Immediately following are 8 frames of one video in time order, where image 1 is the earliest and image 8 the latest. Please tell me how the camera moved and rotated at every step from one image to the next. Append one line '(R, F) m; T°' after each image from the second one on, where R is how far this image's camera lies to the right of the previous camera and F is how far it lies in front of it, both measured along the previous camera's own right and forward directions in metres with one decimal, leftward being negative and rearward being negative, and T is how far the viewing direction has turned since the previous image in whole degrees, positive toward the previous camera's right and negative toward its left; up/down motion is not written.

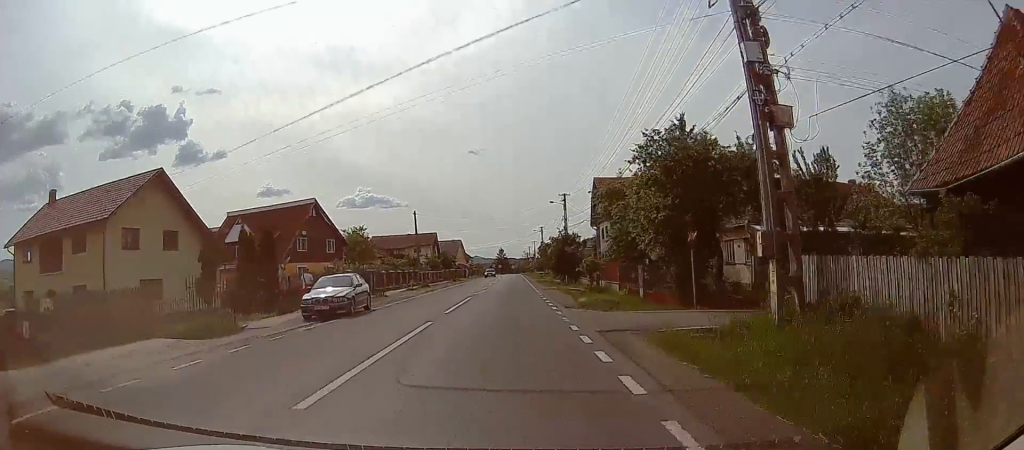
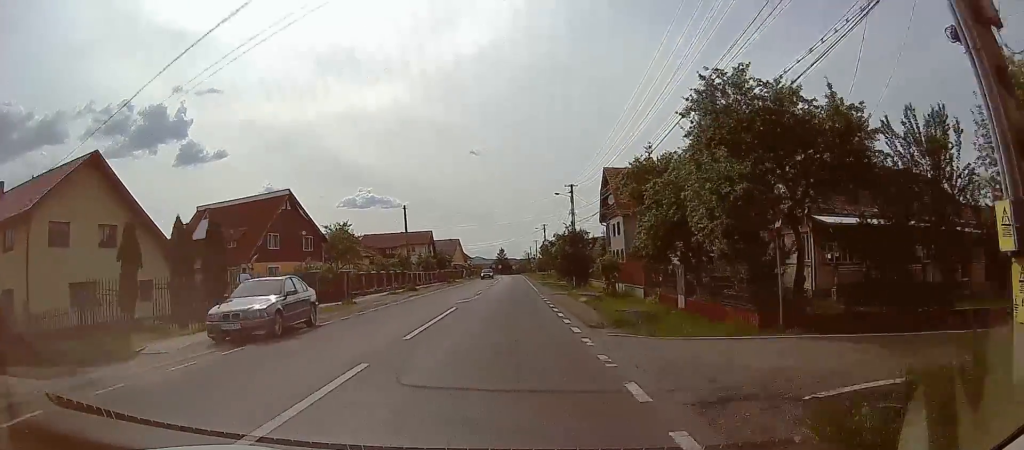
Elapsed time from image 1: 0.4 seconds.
(-0.3, +6.5) m; -2°
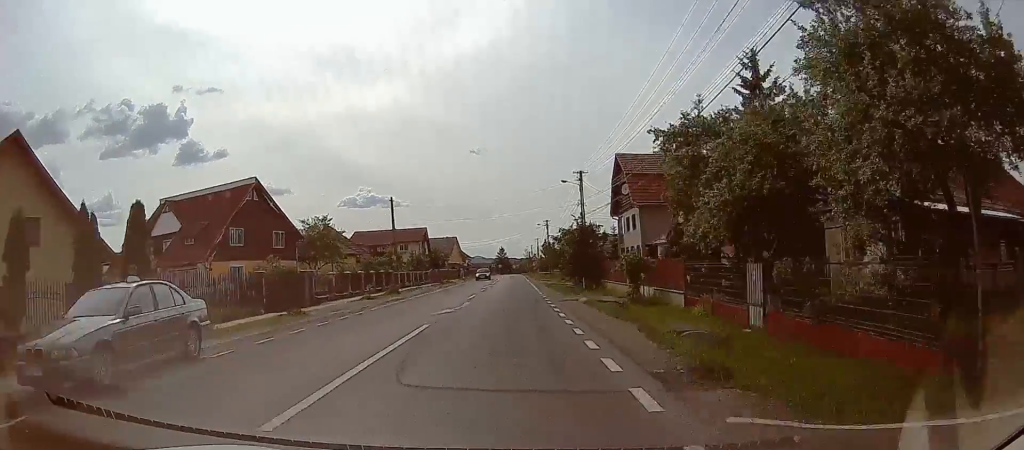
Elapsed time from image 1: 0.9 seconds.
(-0.1, +6.6) m; -1°
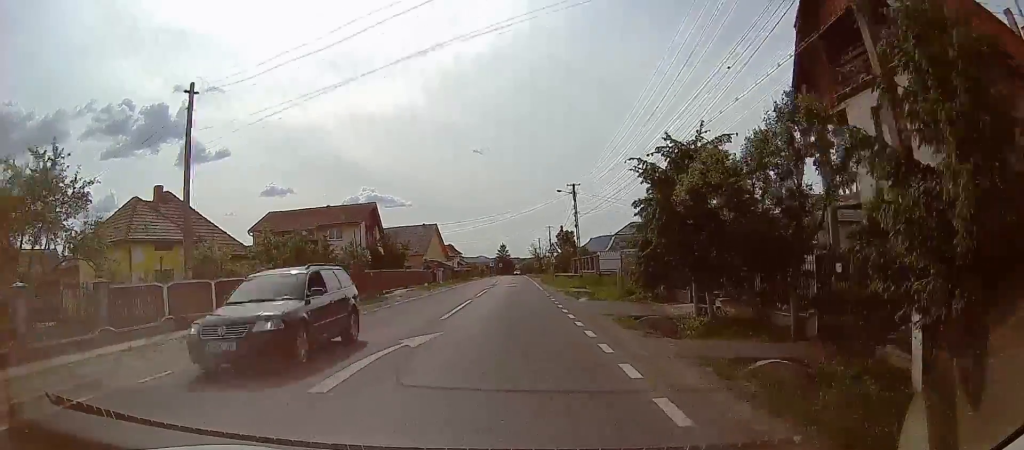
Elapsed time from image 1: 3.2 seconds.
(0.0, +36.0) m; 0°
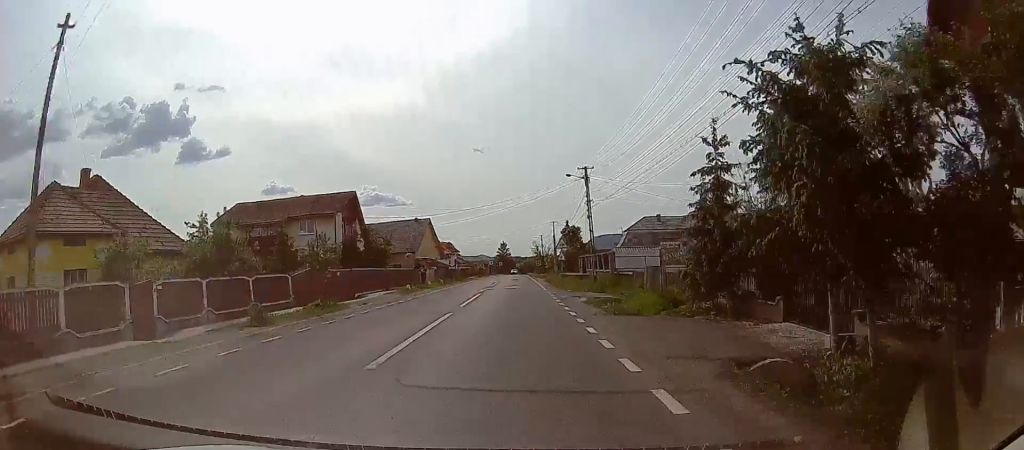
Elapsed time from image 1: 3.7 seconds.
(0.0, +8.0) m; 0°
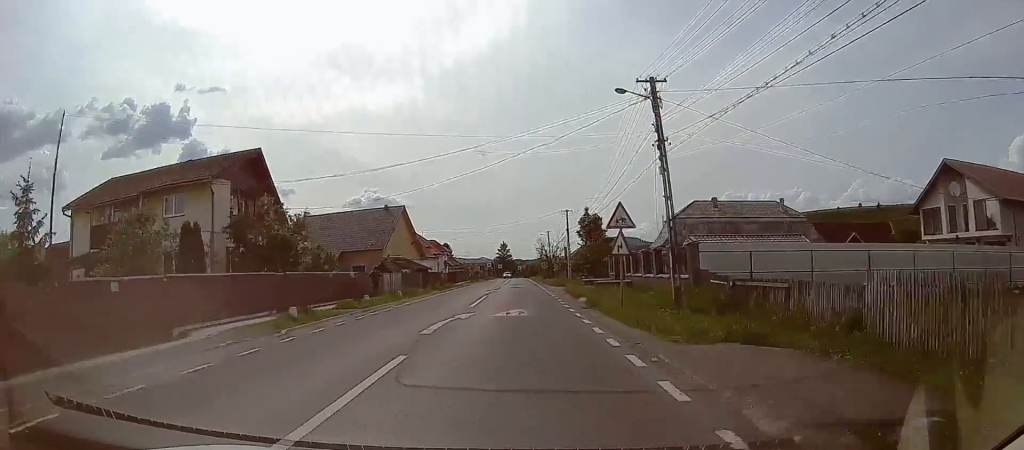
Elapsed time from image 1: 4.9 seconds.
(0.0, +20.7) m; 0°
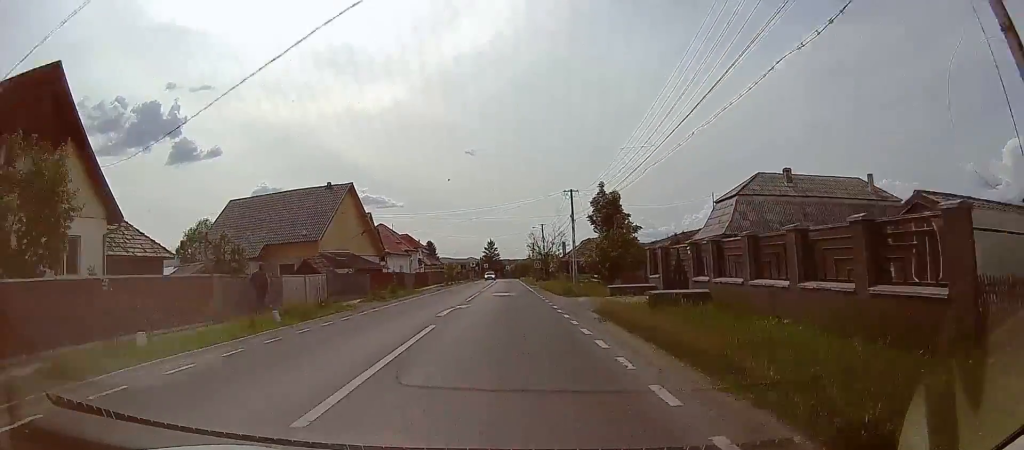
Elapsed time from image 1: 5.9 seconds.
(0.0, +16.6) m; 0°
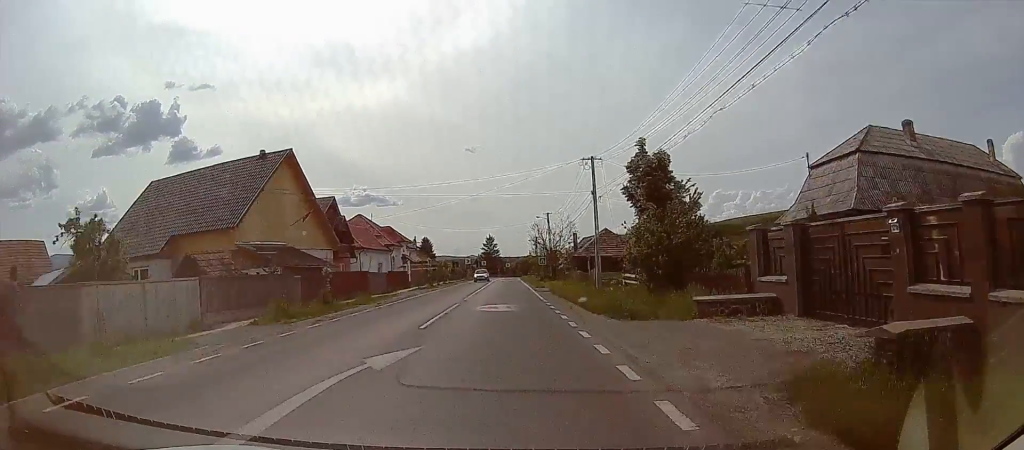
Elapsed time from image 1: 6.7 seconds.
(0.0, +12.8) m; 0°
